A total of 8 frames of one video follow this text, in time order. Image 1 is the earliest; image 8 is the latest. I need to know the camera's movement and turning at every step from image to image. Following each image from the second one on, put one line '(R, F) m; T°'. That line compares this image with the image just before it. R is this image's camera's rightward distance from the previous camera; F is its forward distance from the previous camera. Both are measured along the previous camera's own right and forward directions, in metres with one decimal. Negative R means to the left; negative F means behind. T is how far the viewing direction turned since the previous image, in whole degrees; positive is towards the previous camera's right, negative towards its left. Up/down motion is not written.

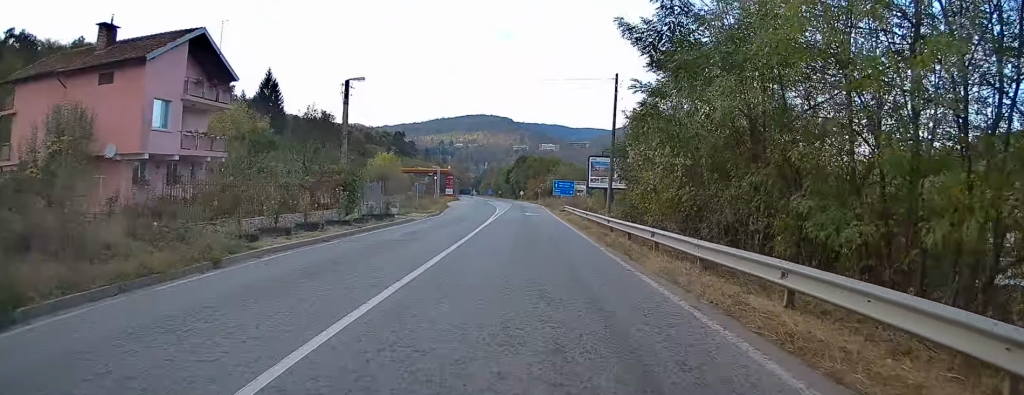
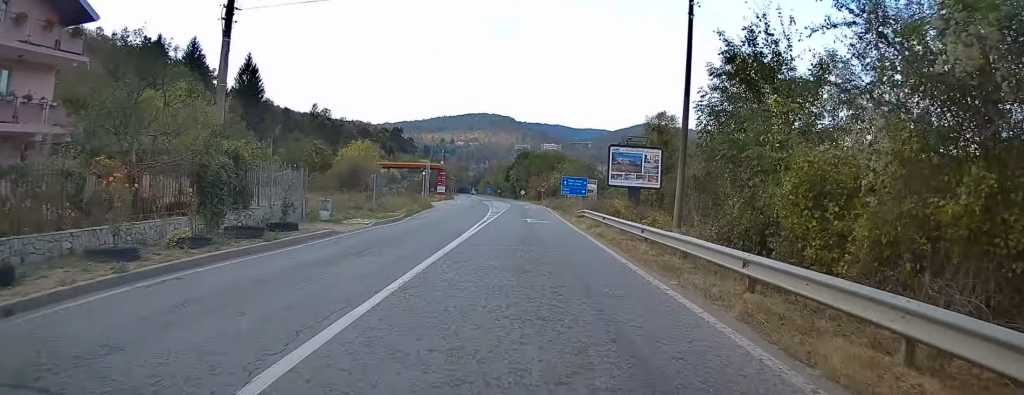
(0.0, +14.6) m; 0°
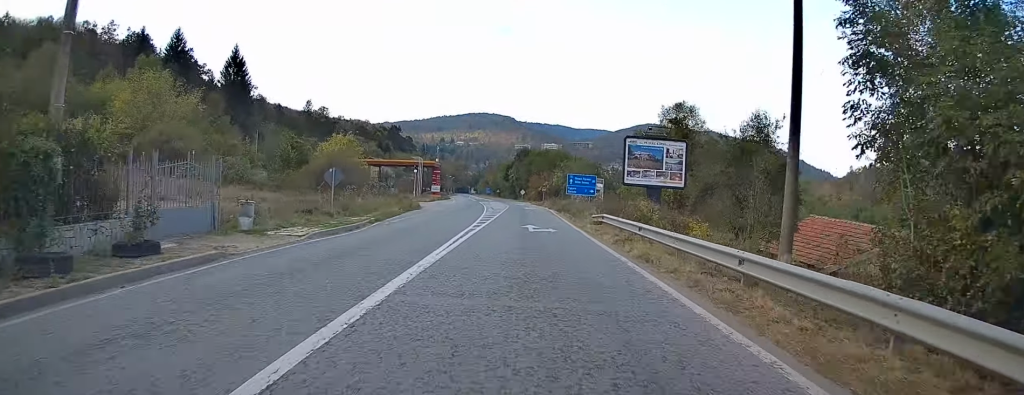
(0.0, +7.8) m; 0°
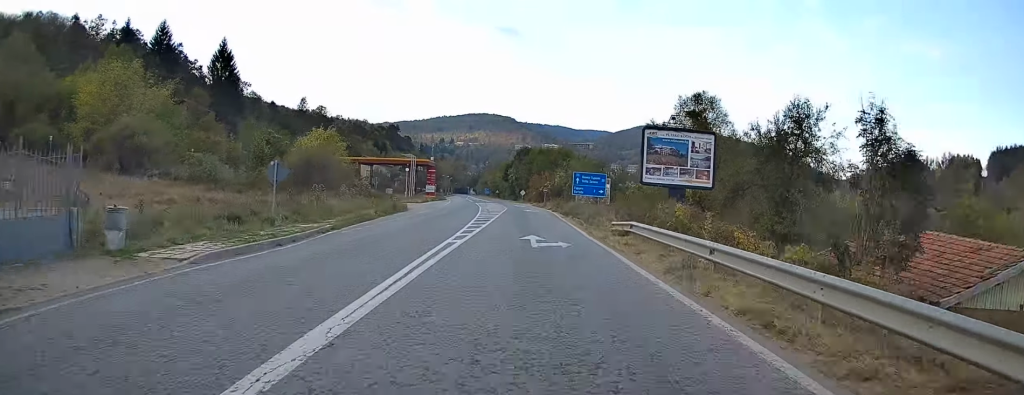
(0.0, +6.6) m; 0°
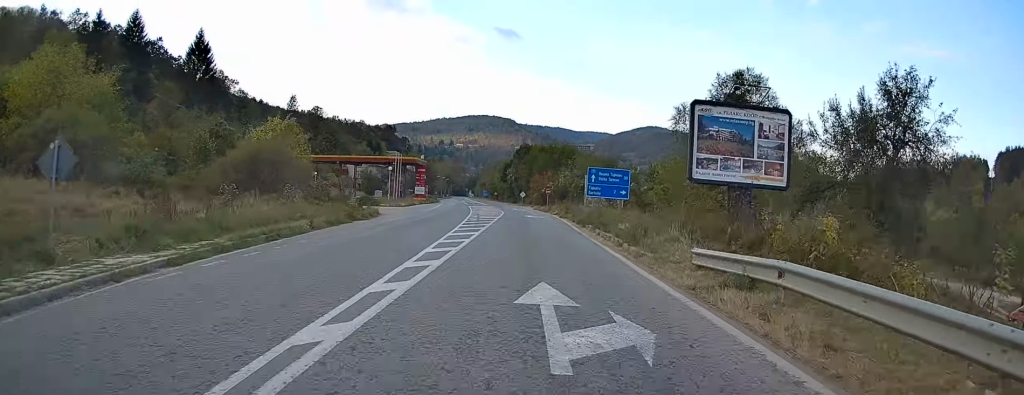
(+0.2, +11.0) m; -1°
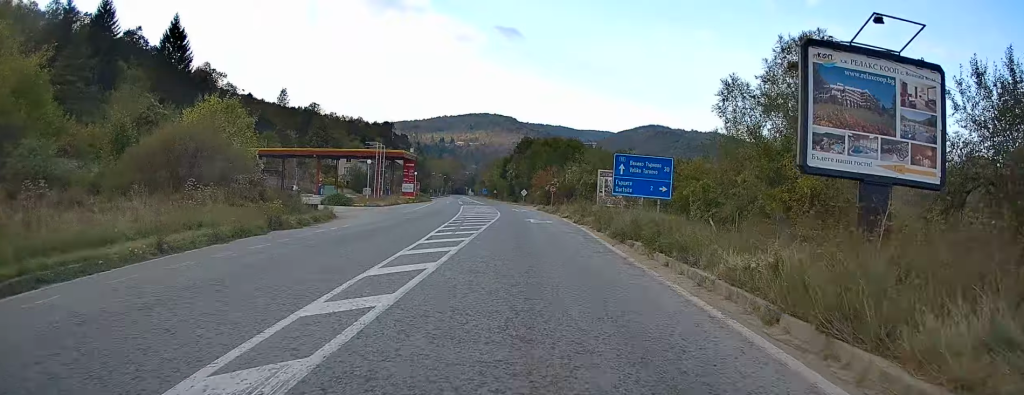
(-0.4, +10.8) m; -1°
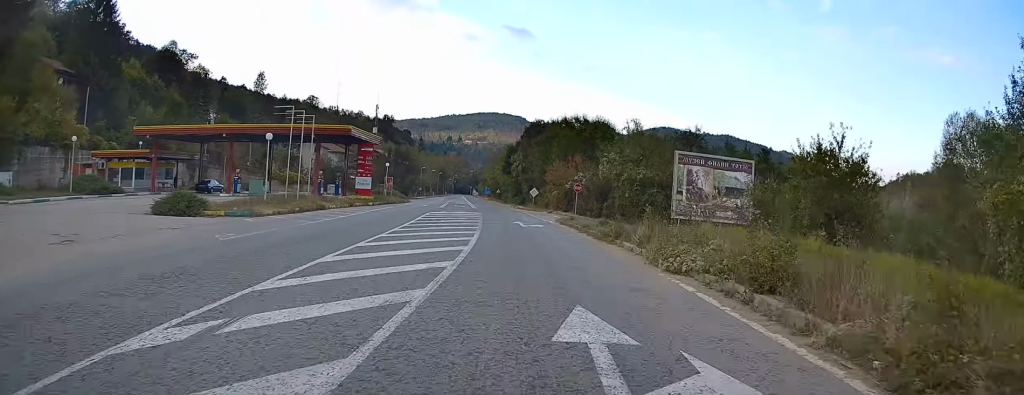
(+0.1, +27.3) m; 0°
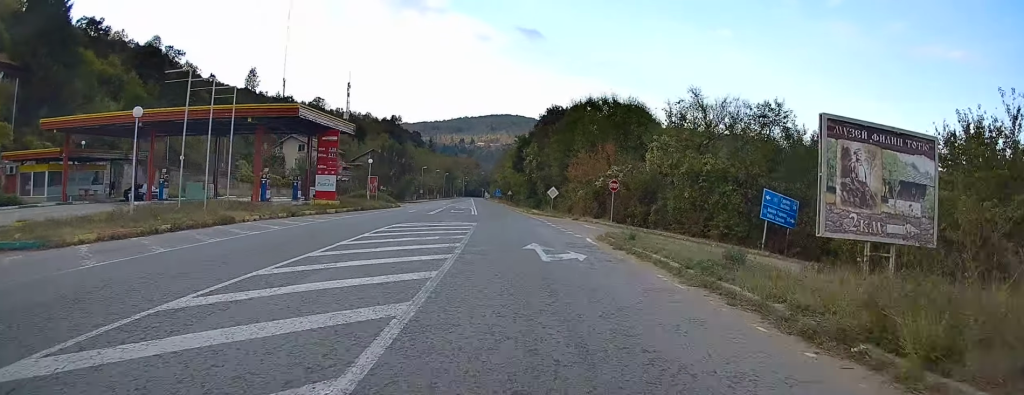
(-0.3, +14.4) m; -2°
